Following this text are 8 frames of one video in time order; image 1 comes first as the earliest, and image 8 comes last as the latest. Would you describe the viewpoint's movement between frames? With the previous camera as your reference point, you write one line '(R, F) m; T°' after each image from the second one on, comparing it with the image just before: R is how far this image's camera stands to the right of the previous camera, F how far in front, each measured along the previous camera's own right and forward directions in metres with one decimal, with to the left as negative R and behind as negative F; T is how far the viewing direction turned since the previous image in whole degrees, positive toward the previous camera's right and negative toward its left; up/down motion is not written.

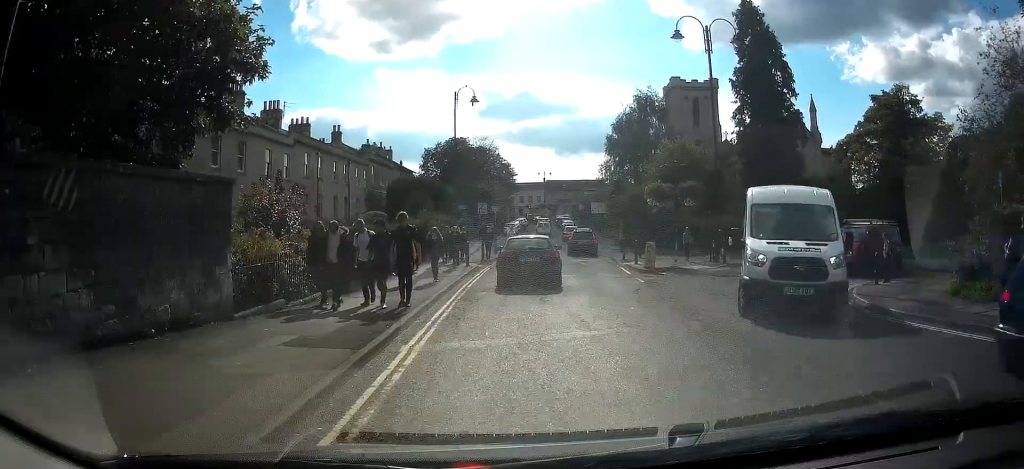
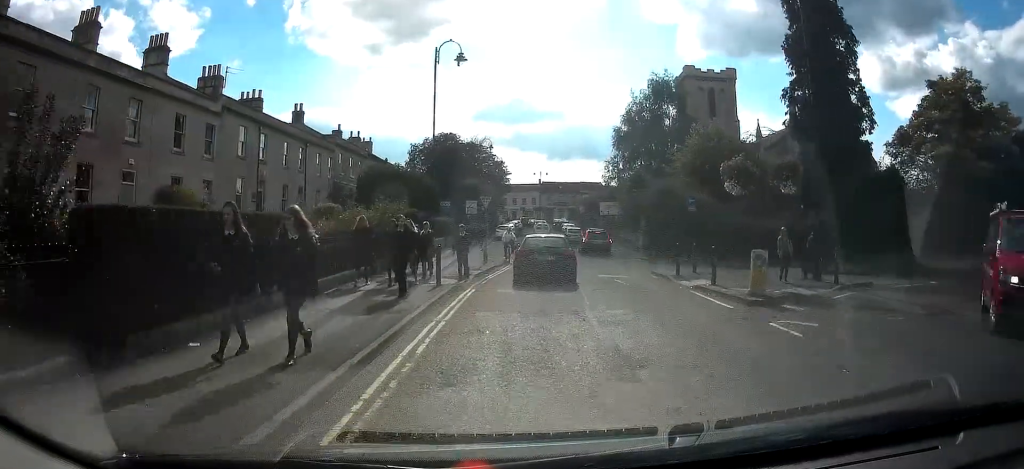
(0.0, +7.1) m; +1°
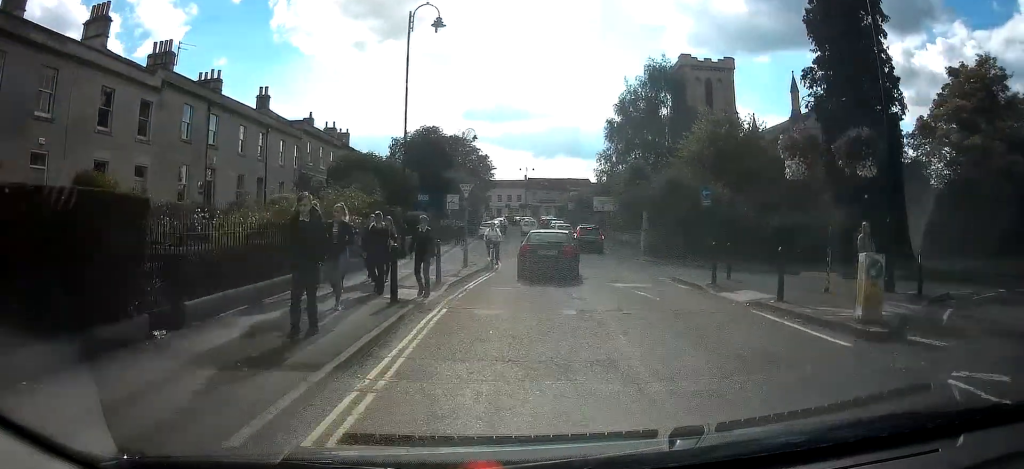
(0.0, +4.2) m; +1°
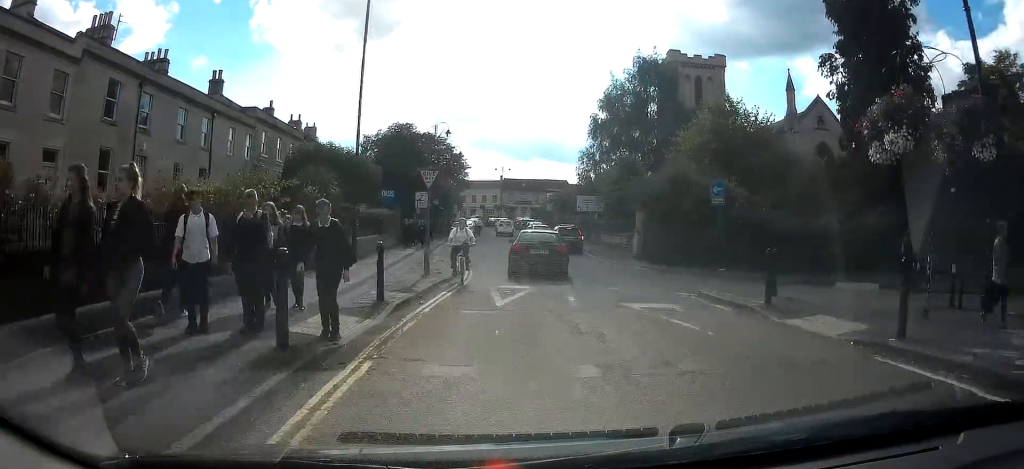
(+0.1, +4.5) m; +1°
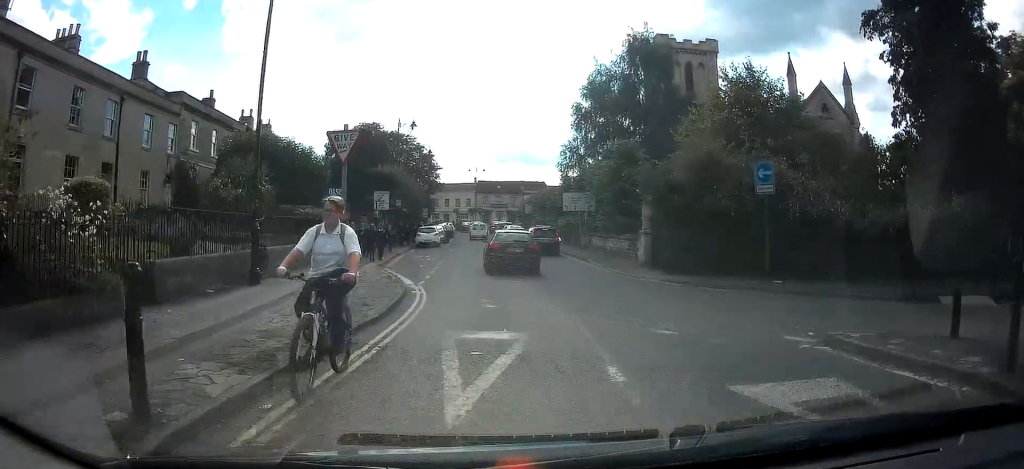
(+0.1, +6.7) m; 0°
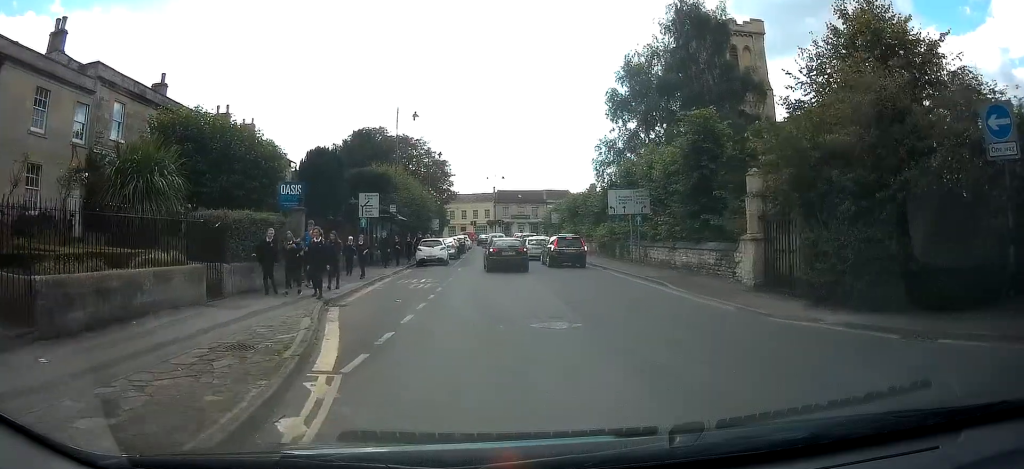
(-0.1, +9.4) m; +1°
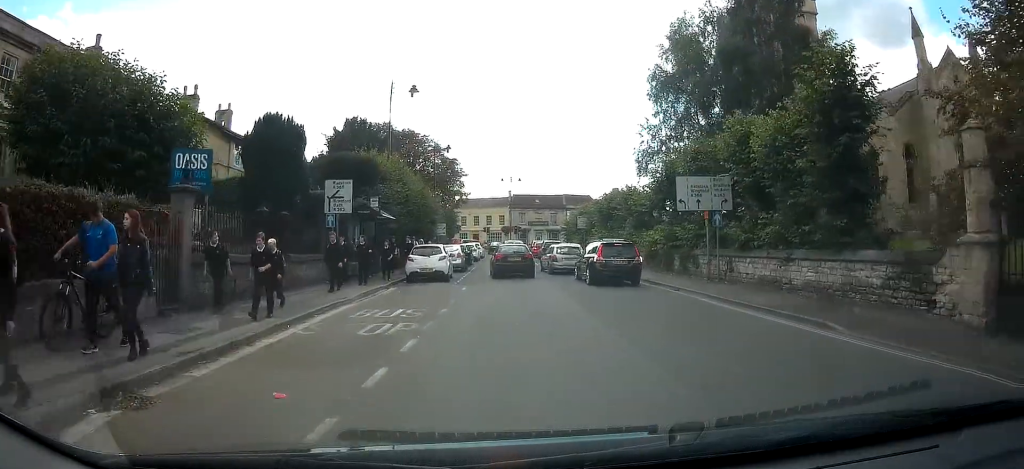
(+0.1, +6.9) m; +1°
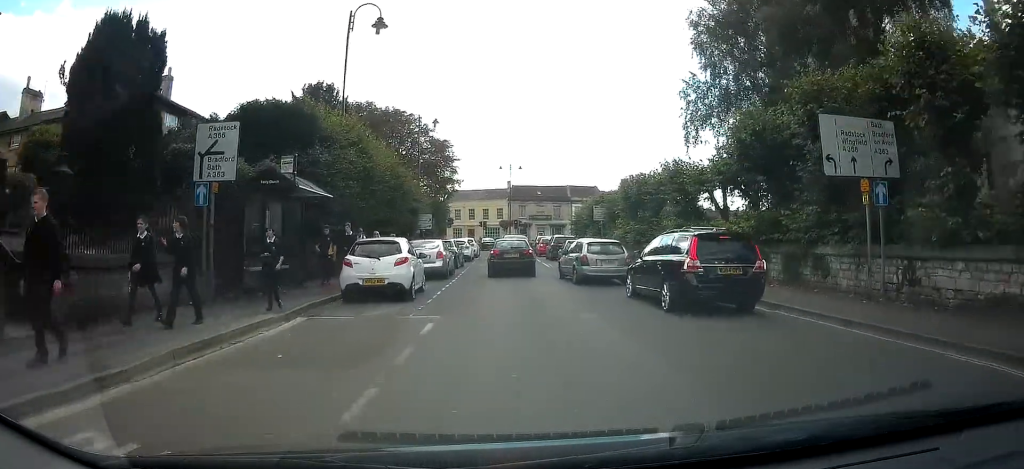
(-0.1, +9.3) m; -1°
